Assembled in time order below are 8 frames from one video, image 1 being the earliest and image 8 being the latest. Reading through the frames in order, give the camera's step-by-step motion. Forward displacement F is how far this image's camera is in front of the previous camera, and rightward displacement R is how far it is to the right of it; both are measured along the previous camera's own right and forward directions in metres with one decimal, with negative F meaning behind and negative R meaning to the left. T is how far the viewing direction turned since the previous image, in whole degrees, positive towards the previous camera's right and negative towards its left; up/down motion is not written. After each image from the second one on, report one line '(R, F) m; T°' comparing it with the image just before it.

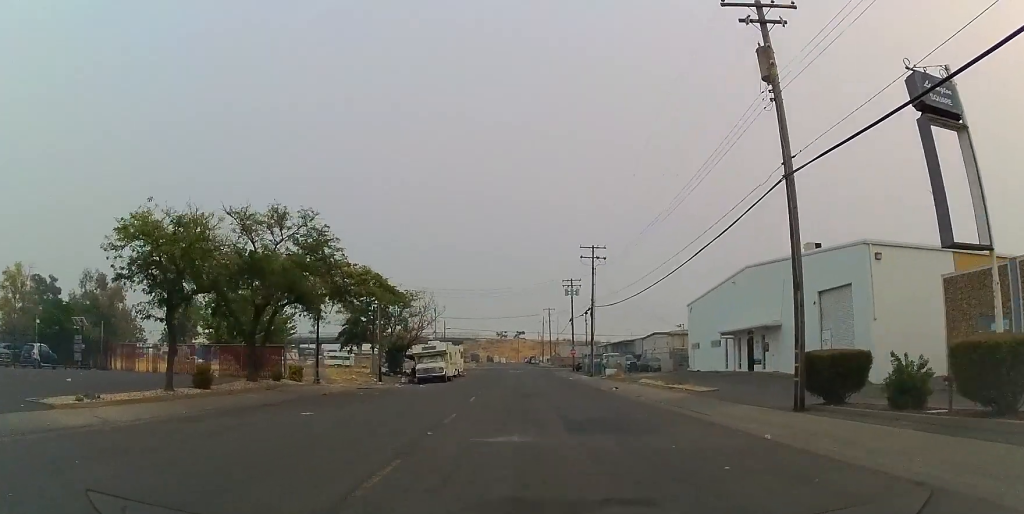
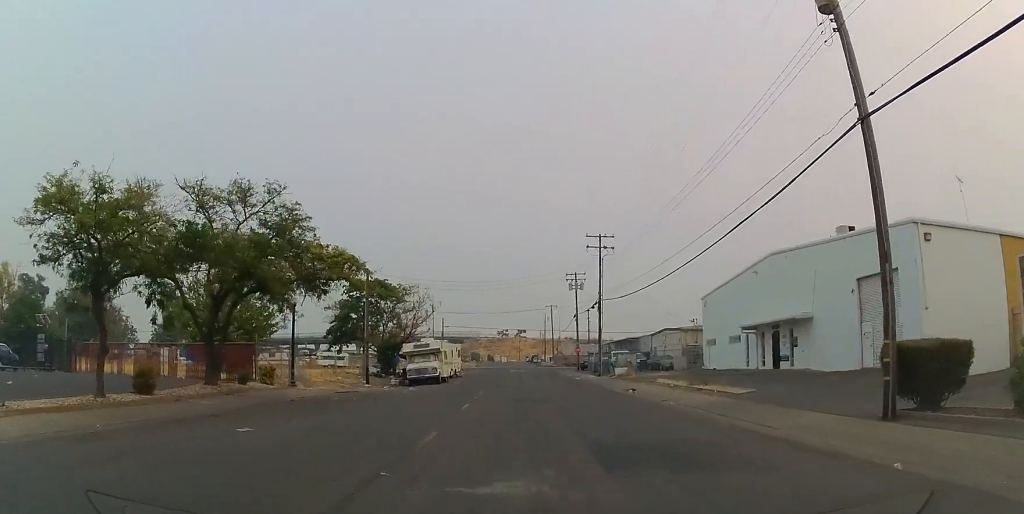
(0.0, +3.9) m; 0°
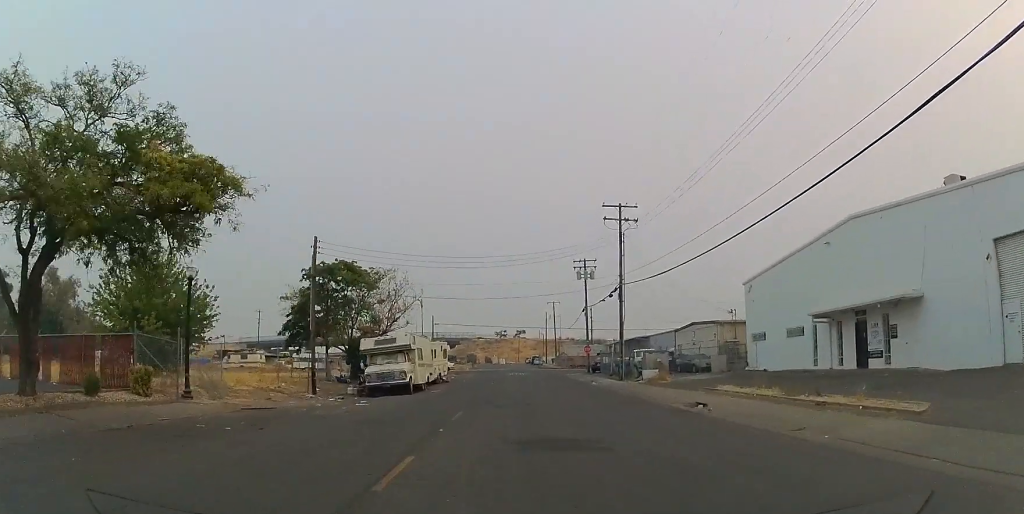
(0.0, +10.4) m; 0°
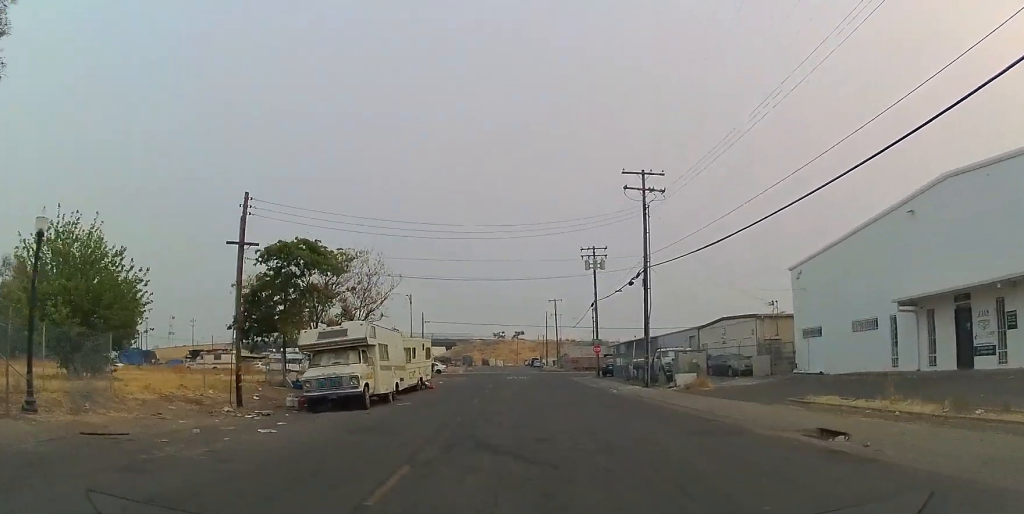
(0.0, +8.0) m; 0°
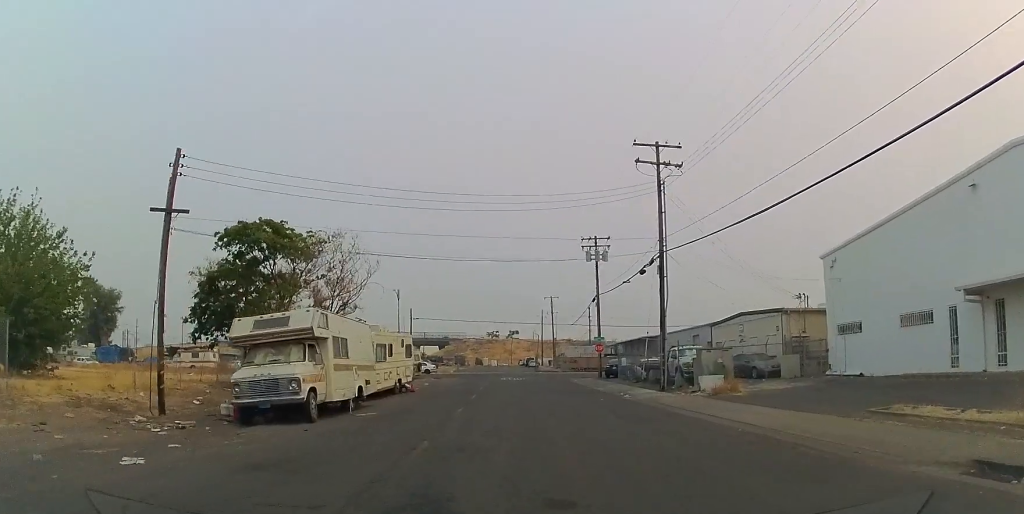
(0.0, +4.6) m; 0°
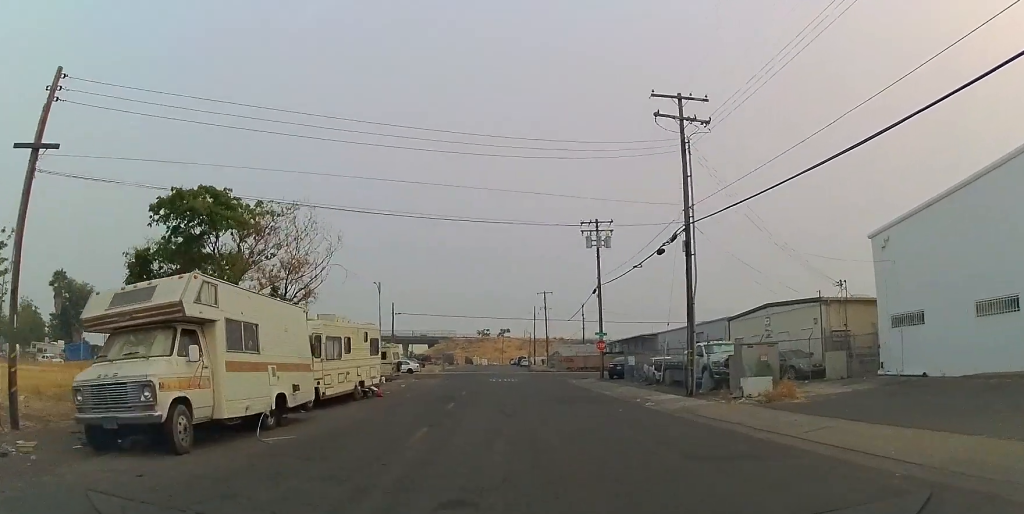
(0.0, +5.4) m; +1°
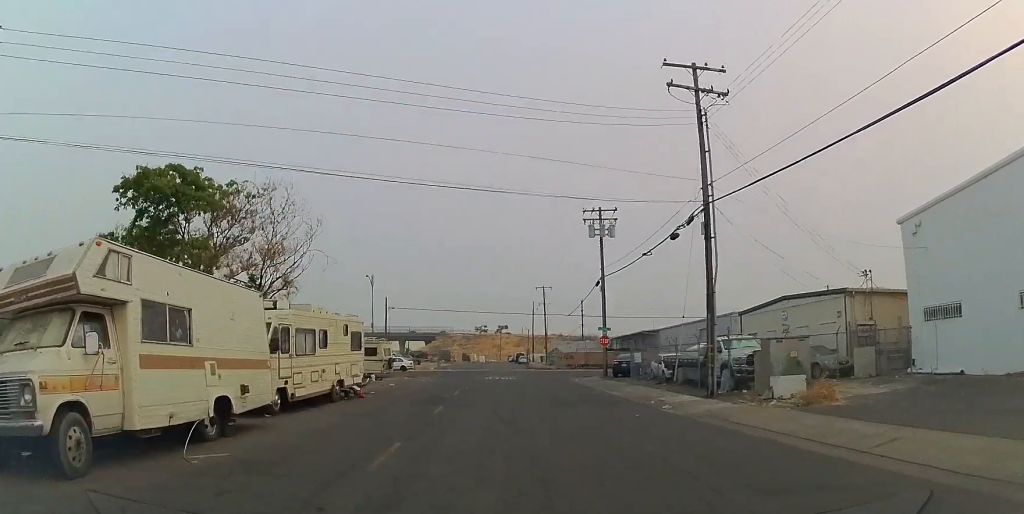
(0.0, +2.4) m; +2°
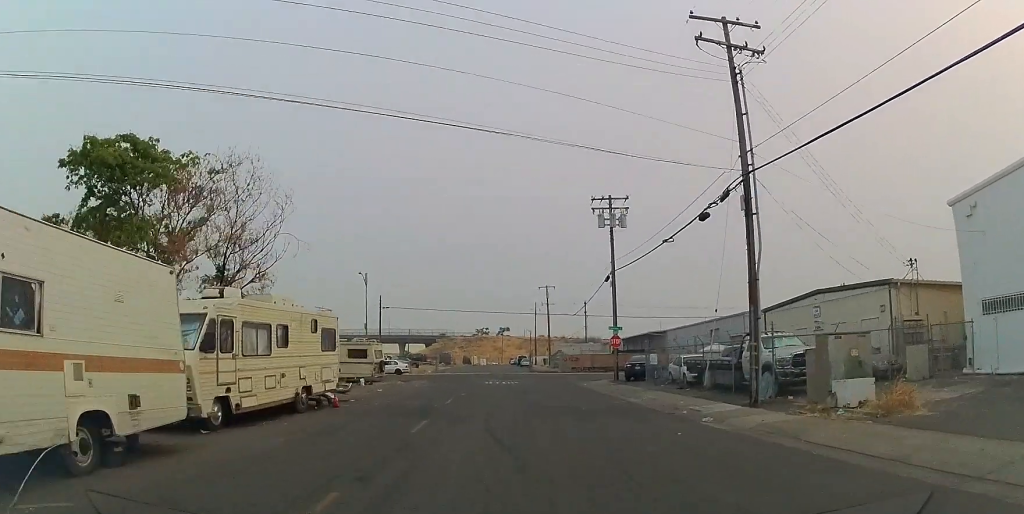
(0.0, +3.4) m; +2°
